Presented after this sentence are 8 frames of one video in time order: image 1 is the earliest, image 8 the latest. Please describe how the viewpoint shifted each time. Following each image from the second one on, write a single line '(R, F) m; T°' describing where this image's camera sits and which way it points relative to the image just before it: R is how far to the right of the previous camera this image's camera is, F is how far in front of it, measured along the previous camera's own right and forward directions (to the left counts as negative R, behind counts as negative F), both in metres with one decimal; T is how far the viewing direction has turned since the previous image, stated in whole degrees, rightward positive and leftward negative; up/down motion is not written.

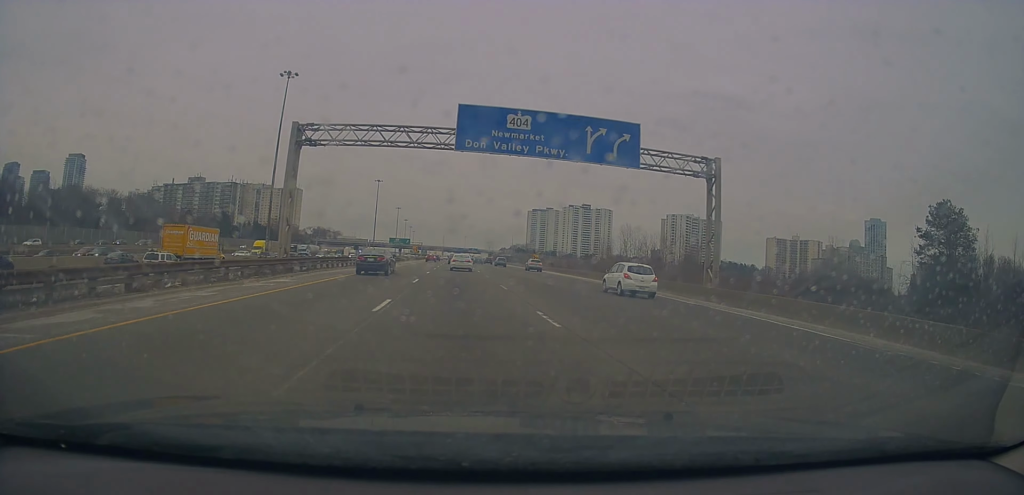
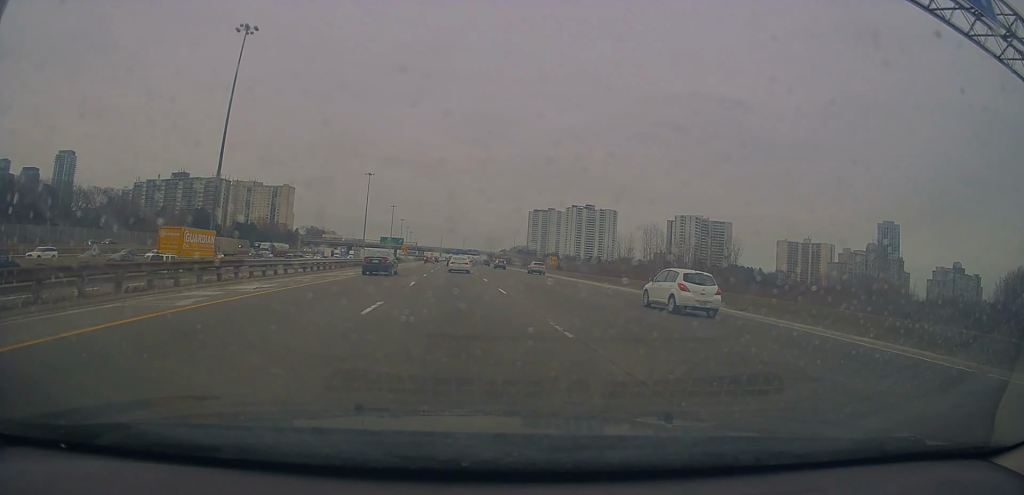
(0.0, +23.6) m; 0°
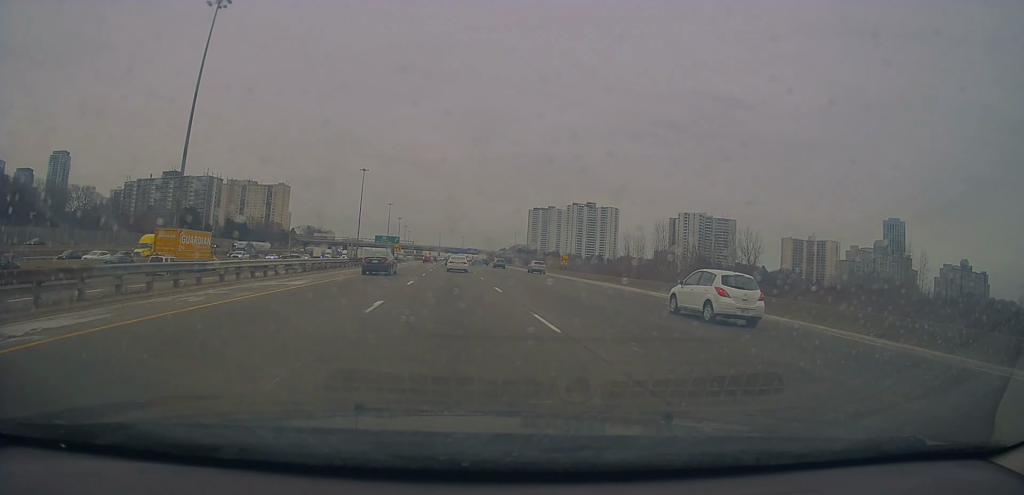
(0.0, +10.3) m; 0°
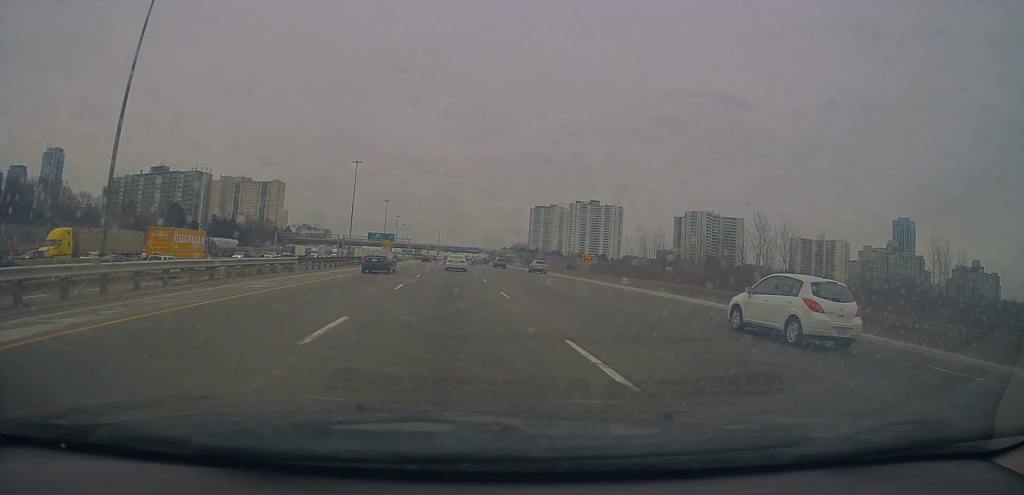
(0.0, +15.6) m; +1°
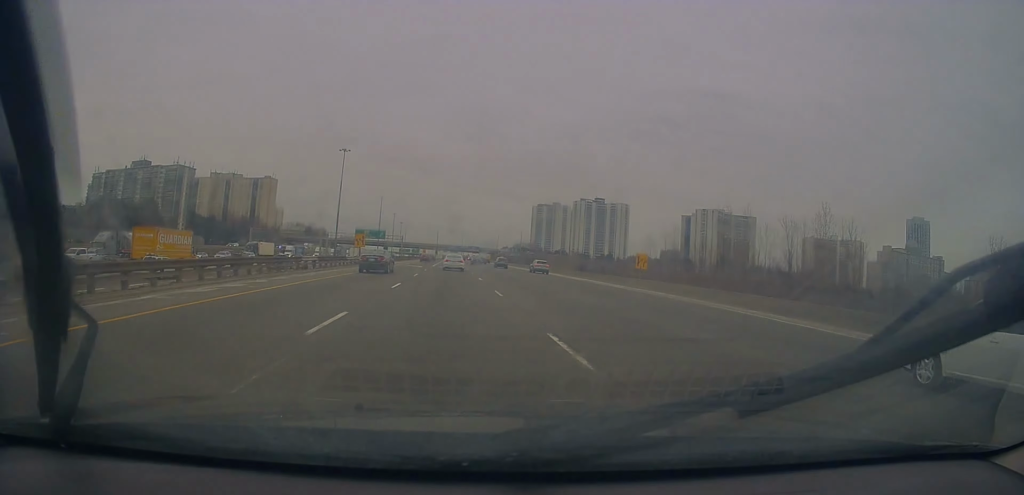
(+0.3, +22.3) m; 0°
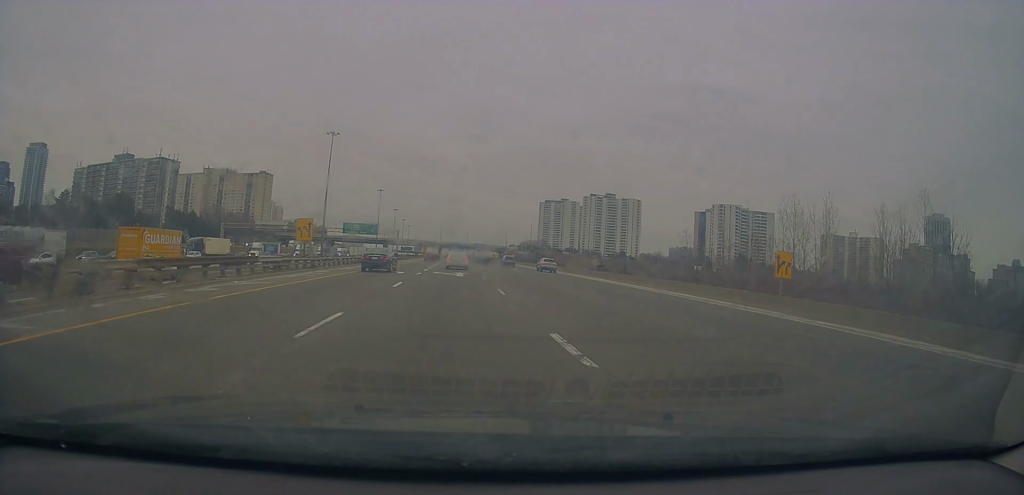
(-0.1, +23.5) m; -1°
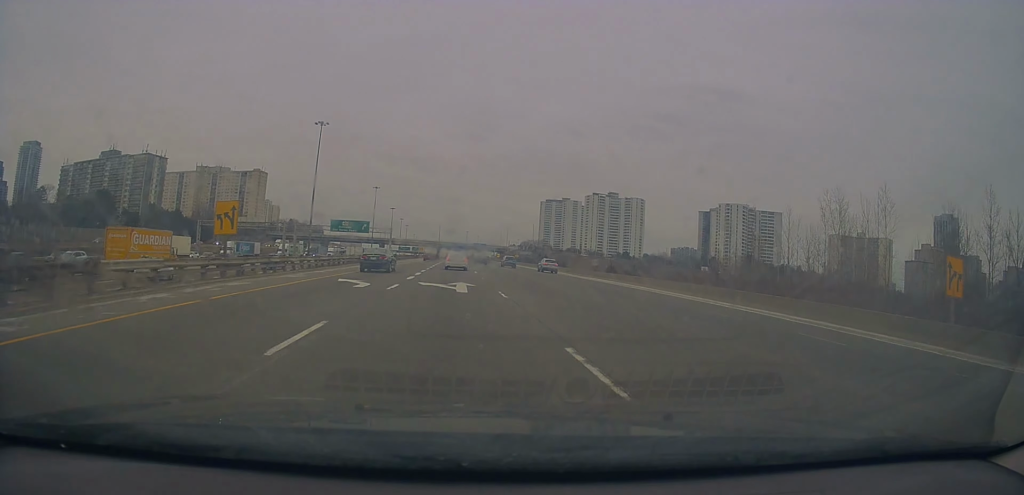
(-0.1, +13.3) m; 0°
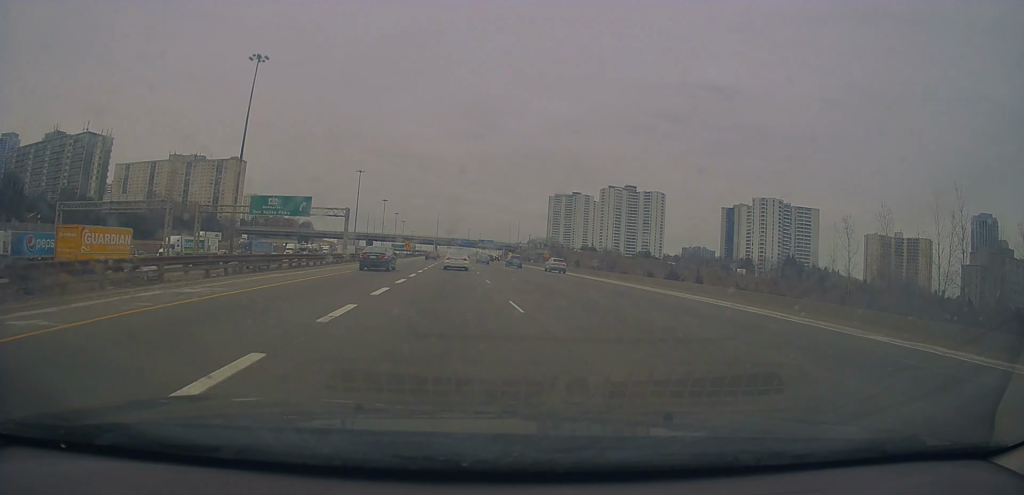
(+0.3, +53.6) m; +1°
